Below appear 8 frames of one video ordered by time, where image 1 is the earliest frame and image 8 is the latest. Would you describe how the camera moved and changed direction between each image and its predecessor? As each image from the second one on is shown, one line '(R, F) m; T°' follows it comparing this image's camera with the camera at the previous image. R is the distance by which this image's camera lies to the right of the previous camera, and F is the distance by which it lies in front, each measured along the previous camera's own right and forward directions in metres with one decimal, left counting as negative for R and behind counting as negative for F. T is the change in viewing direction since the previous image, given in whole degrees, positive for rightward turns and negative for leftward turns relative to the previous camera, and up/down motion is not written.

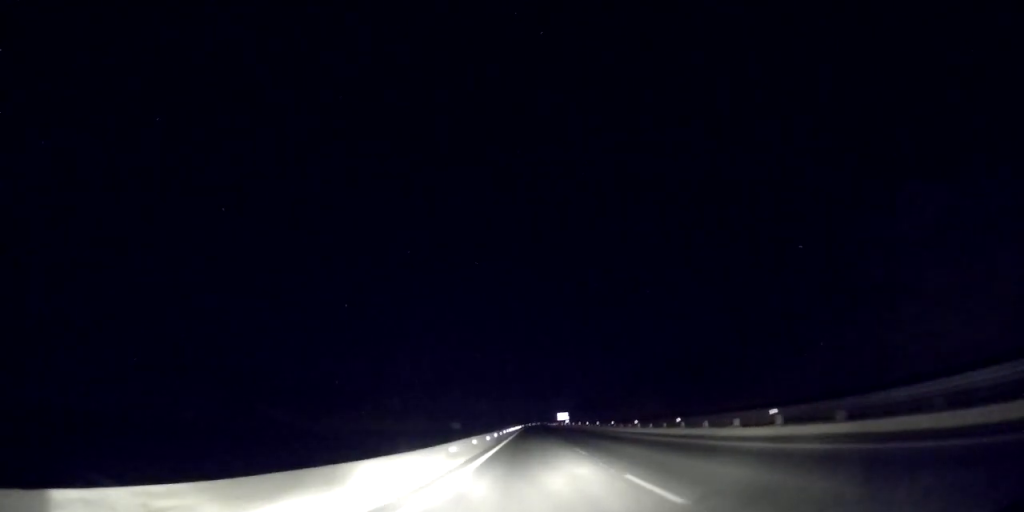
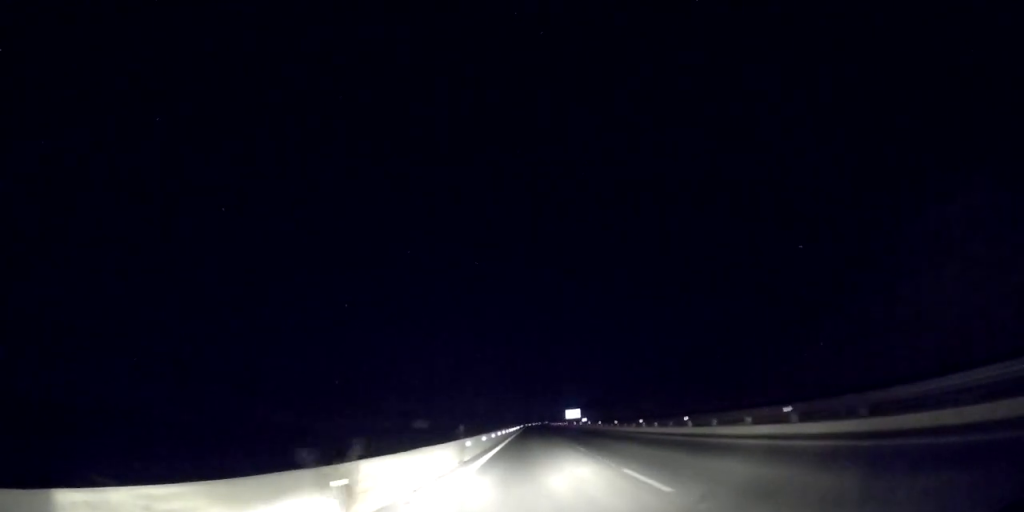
(0.0, +36.2) m; +1°
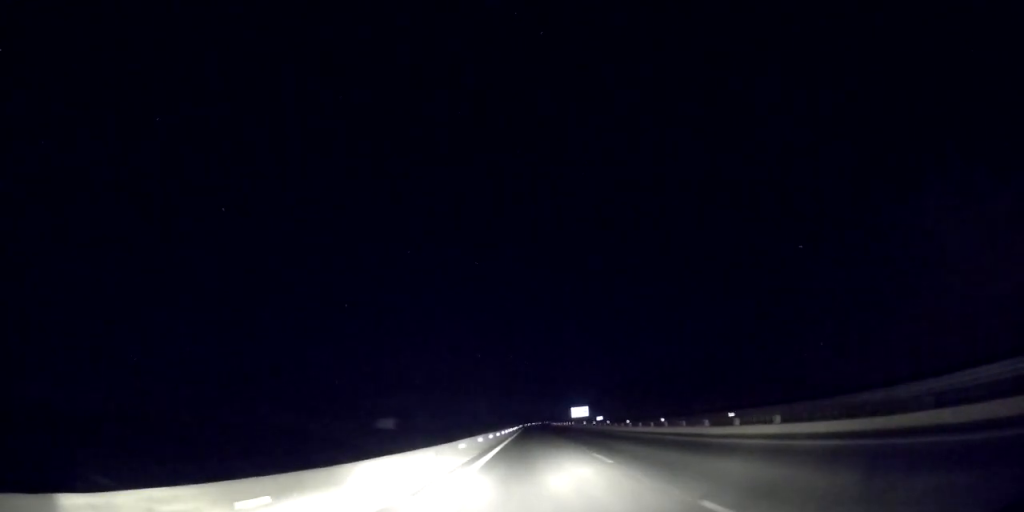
(+0.1, +18.1) m; 0°
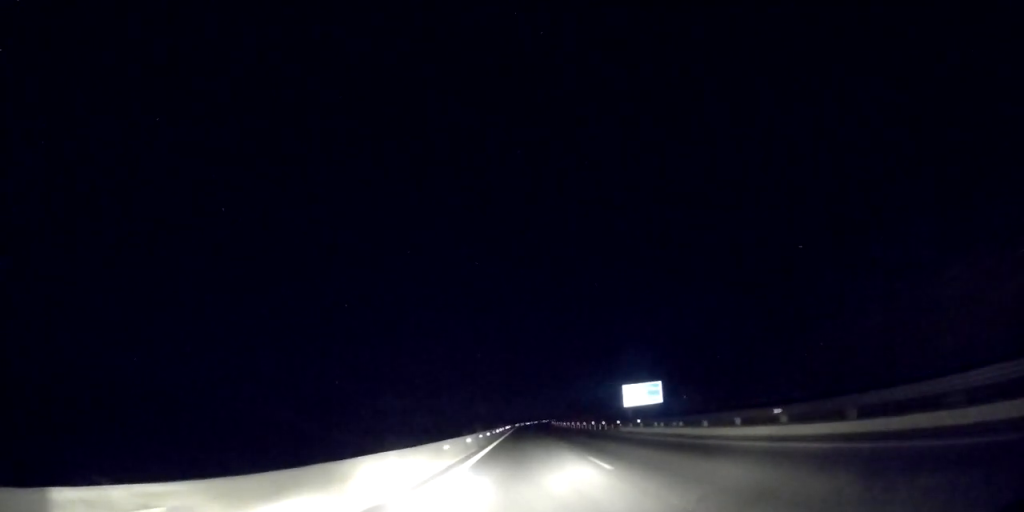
(0.0, +64.5) m; -1°
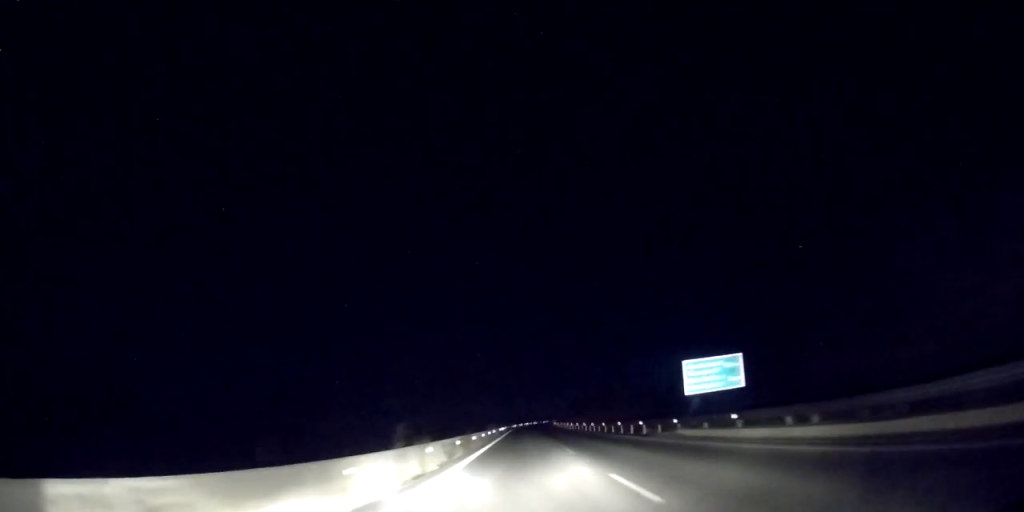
(-0.3, +18.1) m; 0°
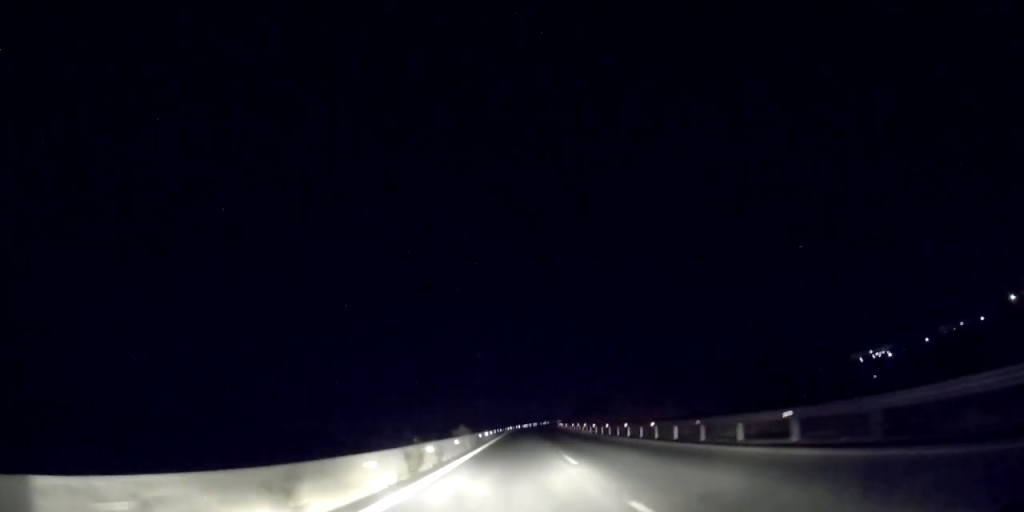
(+0.3, +29.2) m; +1°
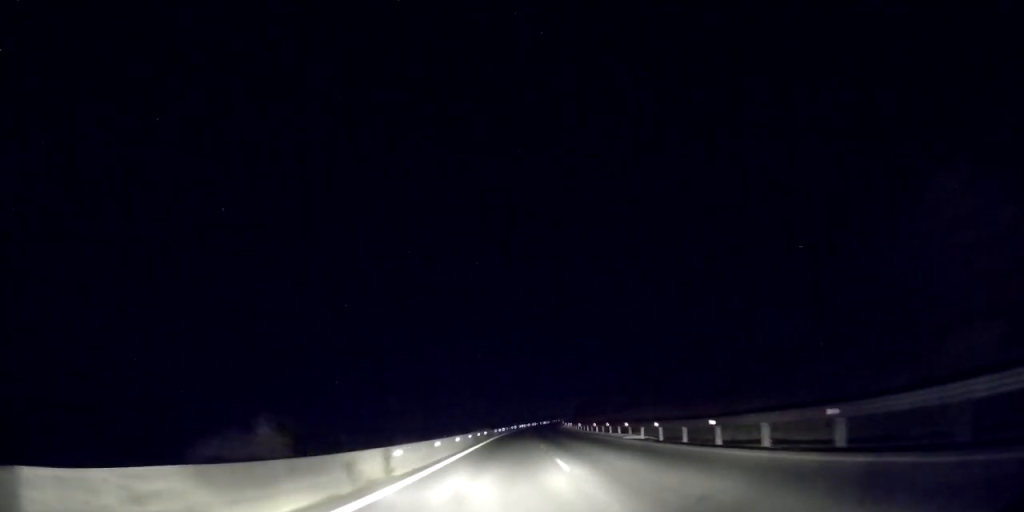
(+0.2, +27.2) m; +1°
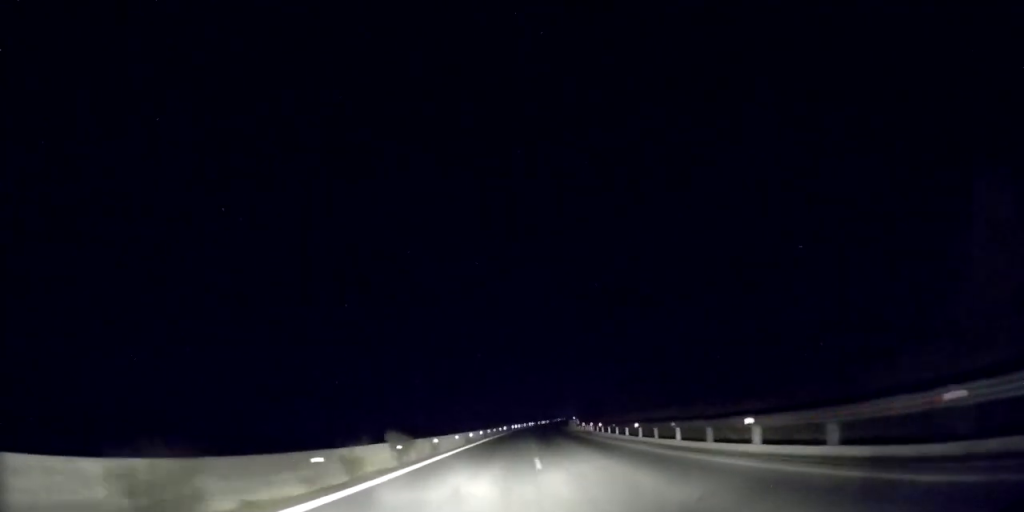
(+0.6, +37.0) m; +1°
